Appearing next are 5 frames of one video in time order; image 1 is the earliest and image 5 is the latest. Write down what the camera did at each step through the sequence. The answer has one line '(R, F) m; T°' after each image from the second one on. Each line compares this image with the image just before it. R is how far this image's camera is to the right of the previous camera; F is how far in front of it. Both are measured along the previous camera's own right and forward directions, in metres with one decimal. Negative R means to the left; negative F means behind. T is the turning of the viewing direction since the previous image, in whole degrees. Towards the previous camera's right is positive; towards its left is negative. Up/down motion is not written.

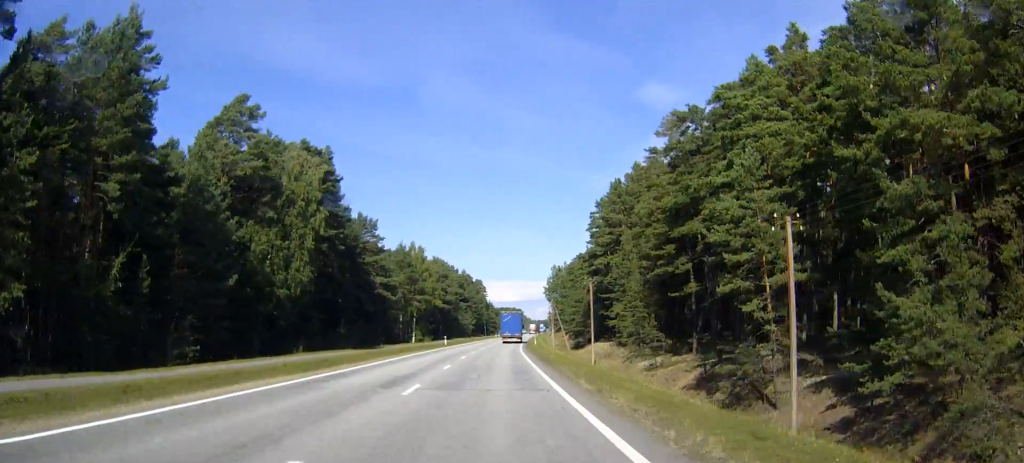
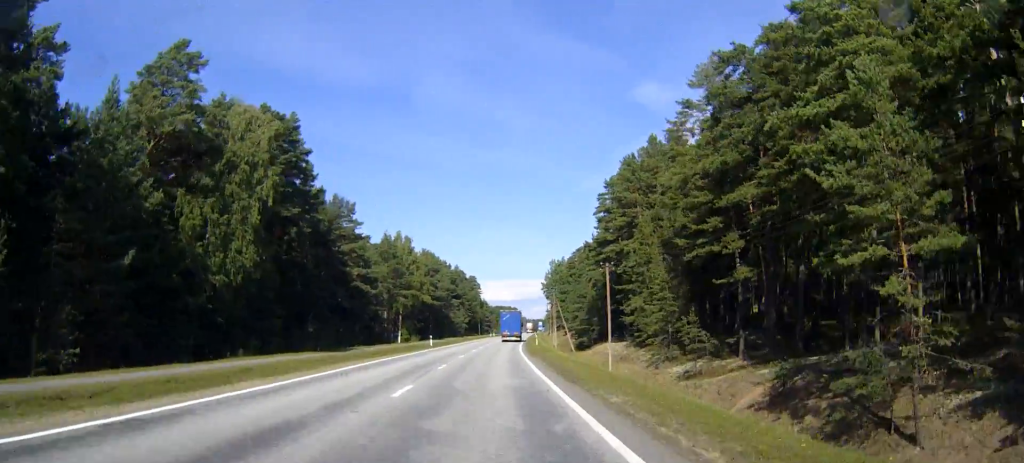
(0.0, +12.7) m; 0°
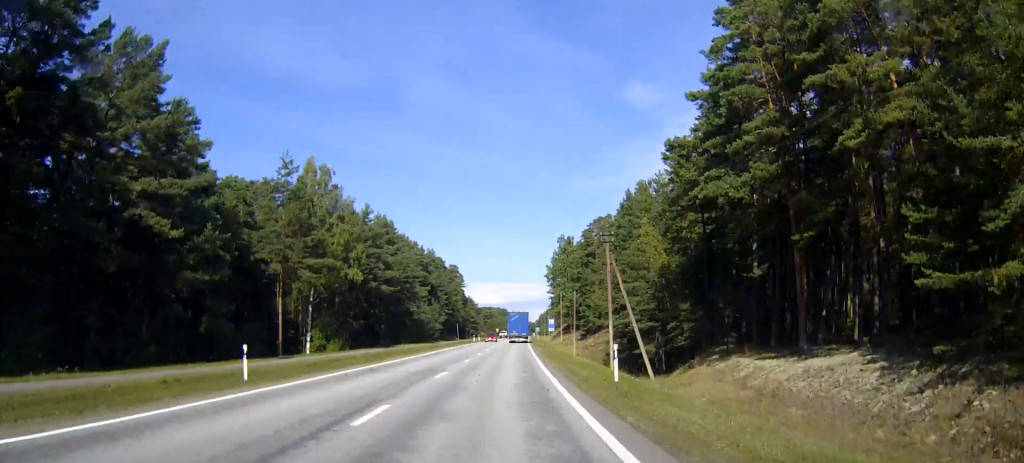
(+0.5, +52.3) m; +1°
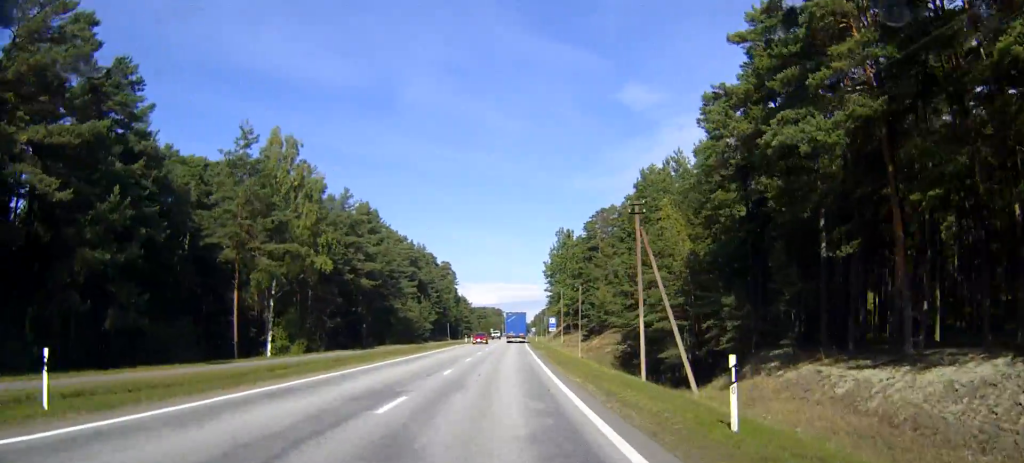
(0.0, +10.3) m; 0°
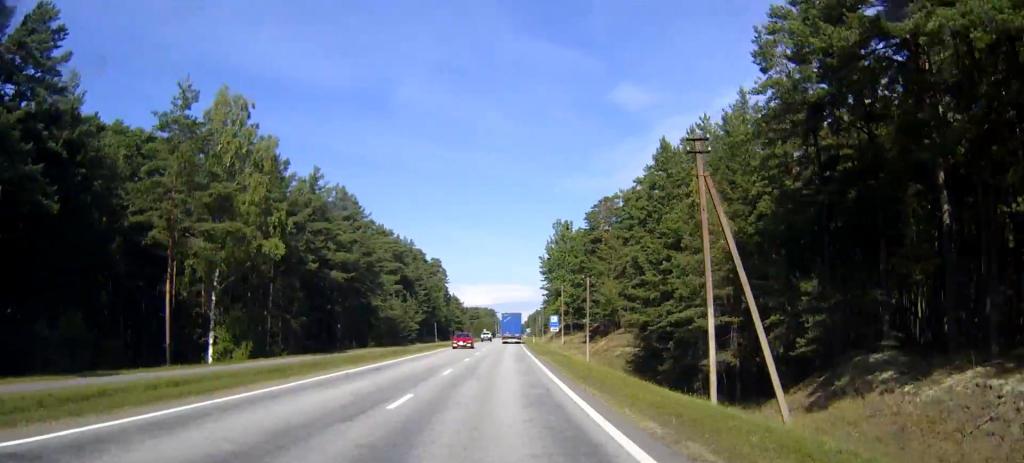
(+0.1, +11.1) m; 0°
